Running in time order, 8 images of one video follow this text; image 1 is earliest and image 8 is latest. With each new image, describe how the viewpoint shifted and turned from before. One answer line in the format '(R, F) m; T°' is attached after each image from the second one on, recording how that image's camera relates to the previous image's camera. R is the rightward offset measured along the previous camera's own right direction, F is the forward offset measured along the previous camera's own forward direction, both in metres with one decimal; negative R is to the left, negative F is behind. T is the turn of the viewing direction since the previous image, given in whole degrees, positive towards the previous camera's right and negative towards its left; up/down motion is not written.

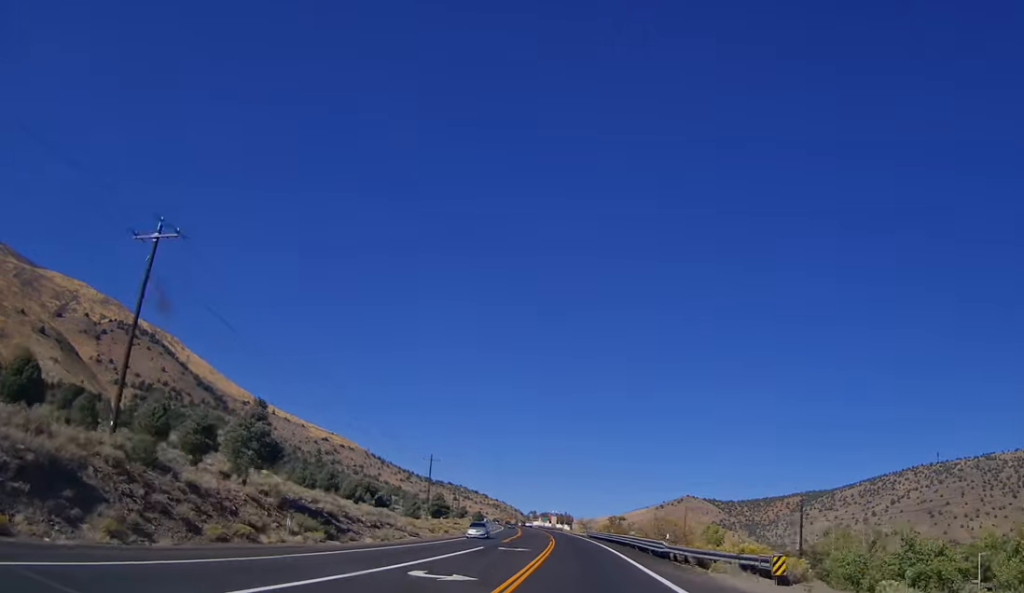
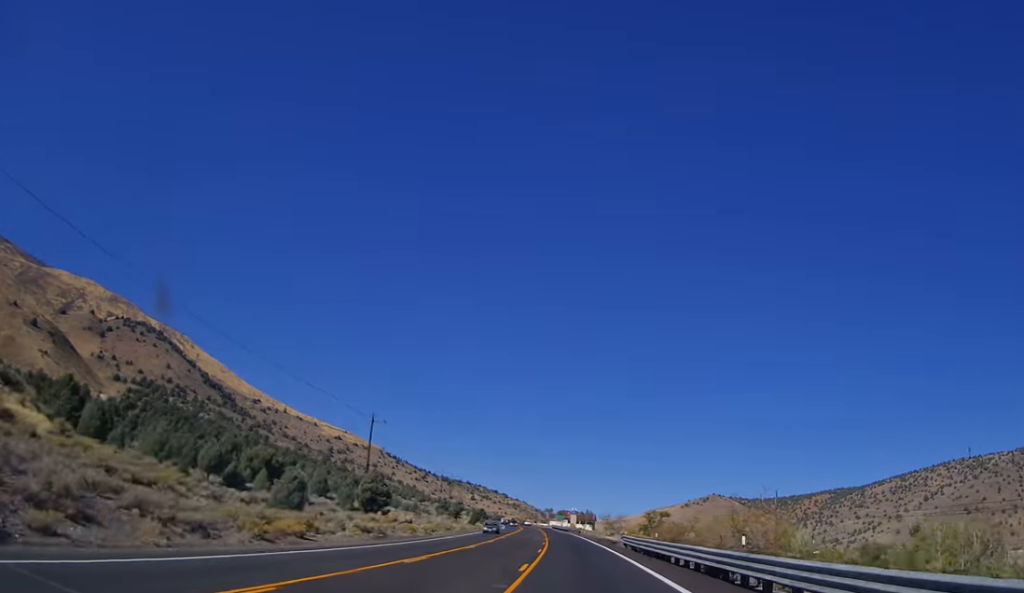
(-1.3, +44.8) m; -2°
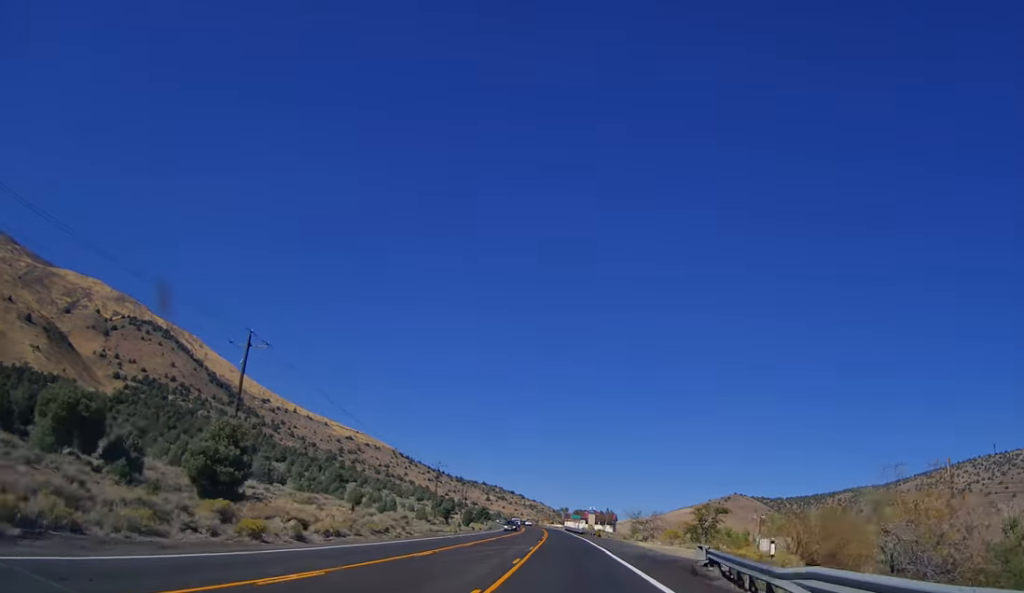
(0.0, +33.3) m; 0°
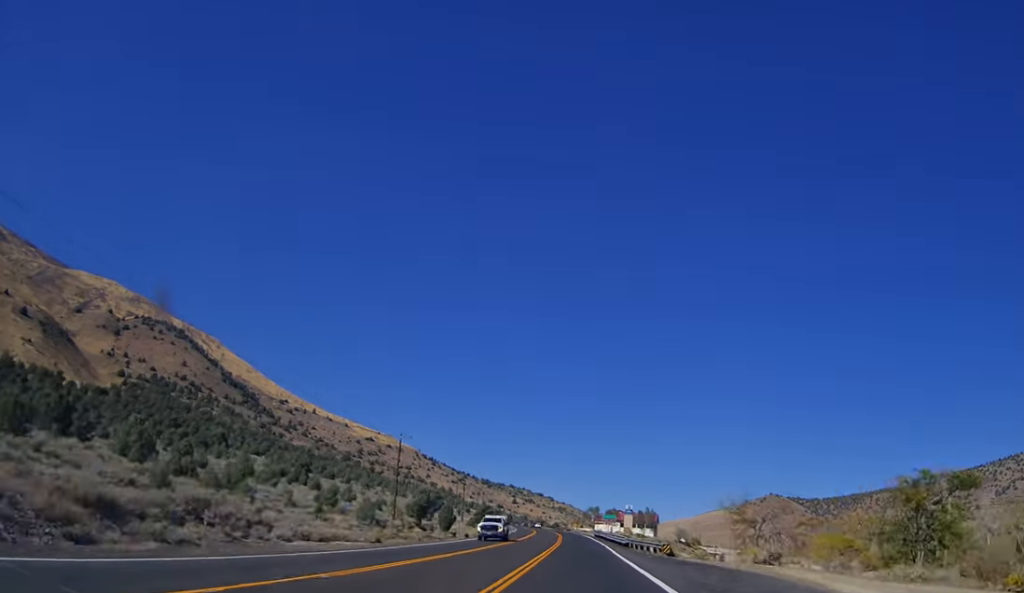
(0.0, +45.5) m; -1°
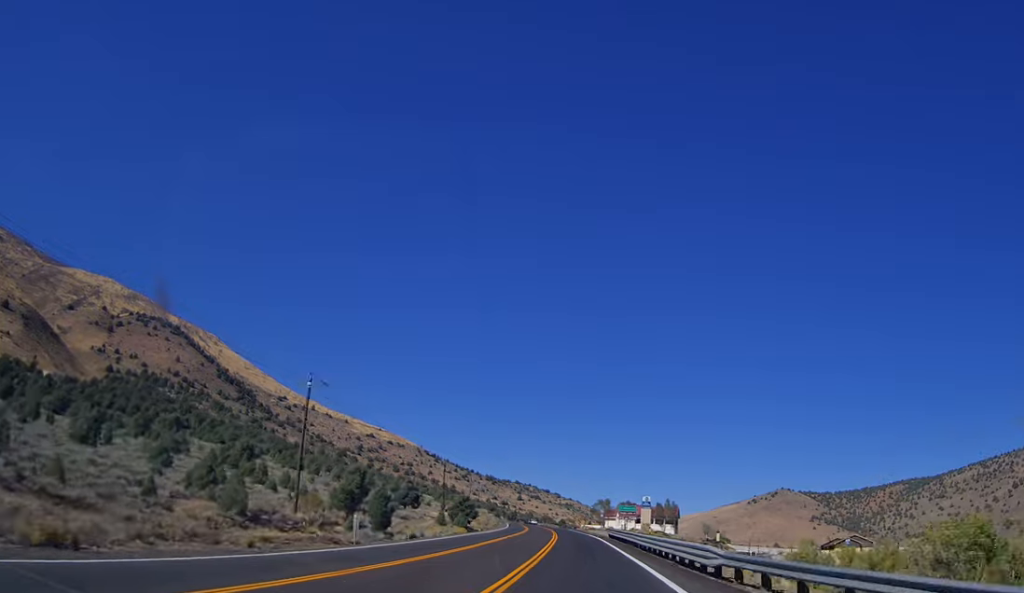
(0.0, +31.7) m; -1°
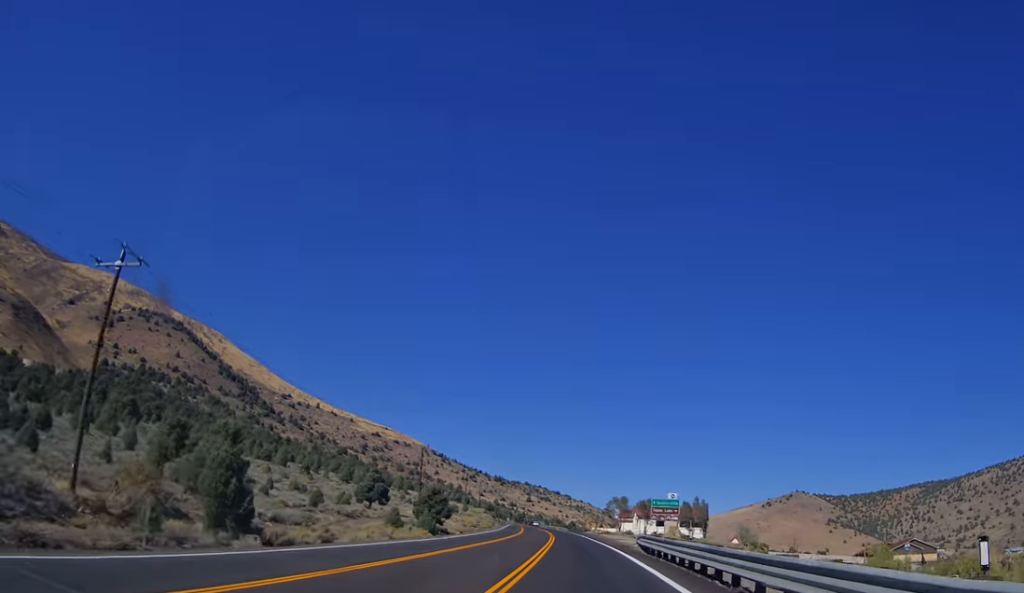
(-0.6, +27.6) m; -2°
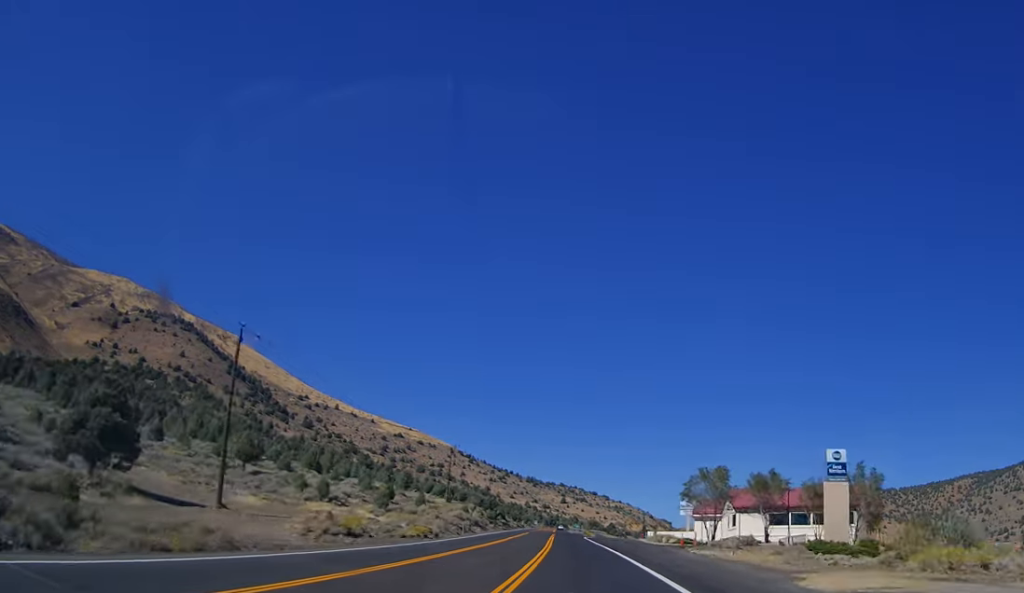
(-2.5, +69.1) m; -4°
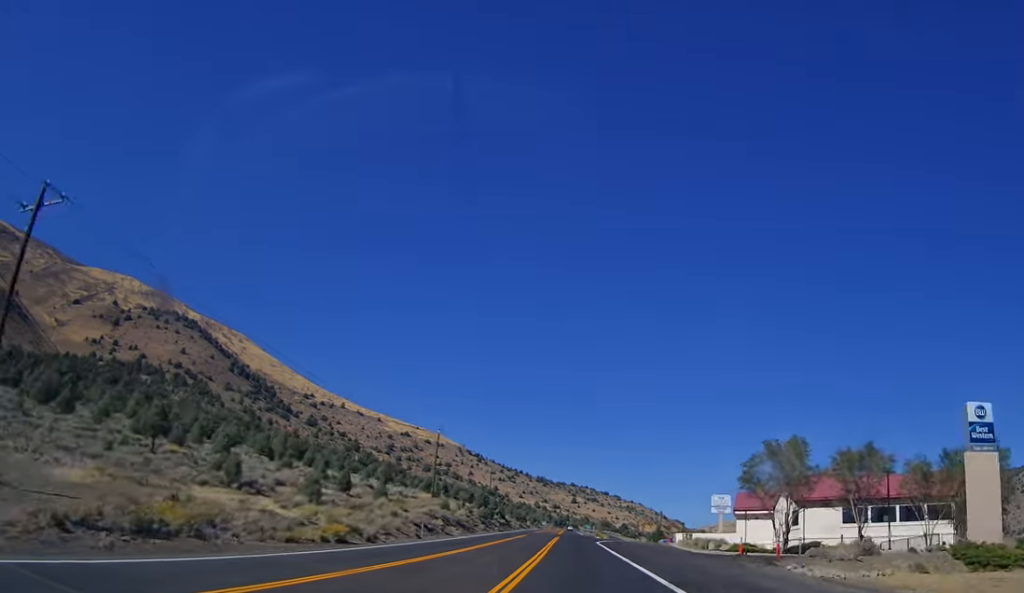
(-0.3, +20.8) m; -1°
